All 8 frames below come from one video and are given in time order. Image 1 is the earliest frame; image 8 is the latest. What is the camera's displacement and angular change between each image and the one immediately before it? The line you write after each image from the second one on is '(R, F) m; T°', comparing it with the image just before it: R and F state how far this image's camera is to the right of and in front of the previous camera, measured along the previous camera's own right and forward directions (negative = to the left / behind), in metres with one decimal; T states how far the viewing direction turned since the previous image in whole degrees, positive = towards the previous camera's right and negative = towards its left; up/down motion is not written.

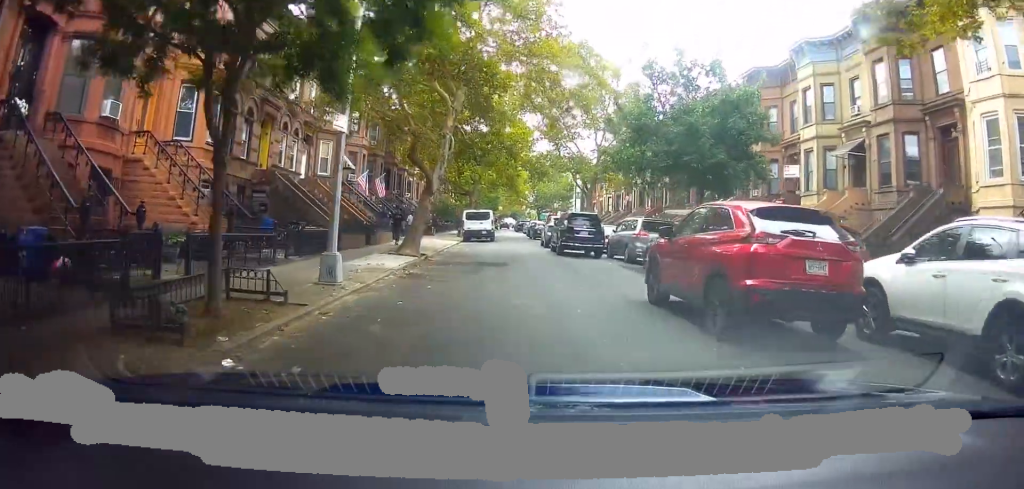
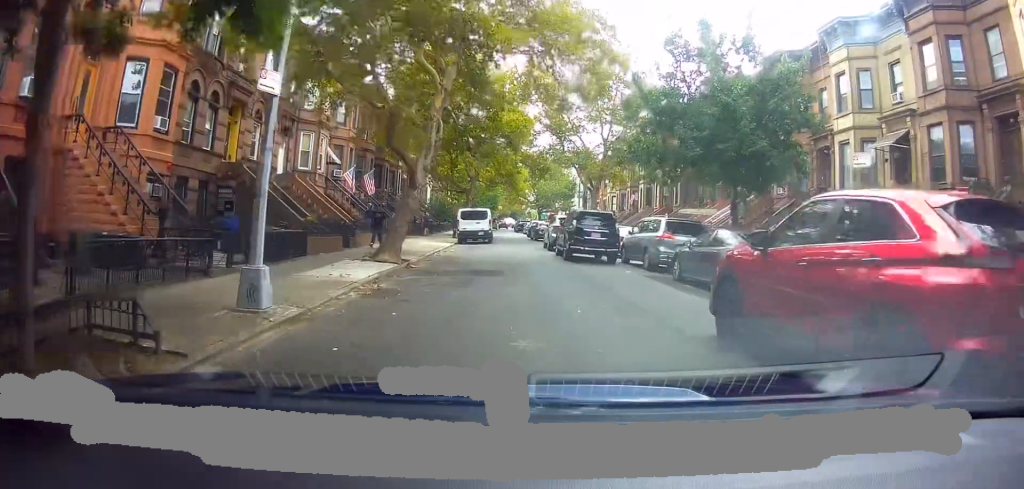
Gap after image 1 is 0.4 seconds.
(+0.1, +3.3) m; 0°
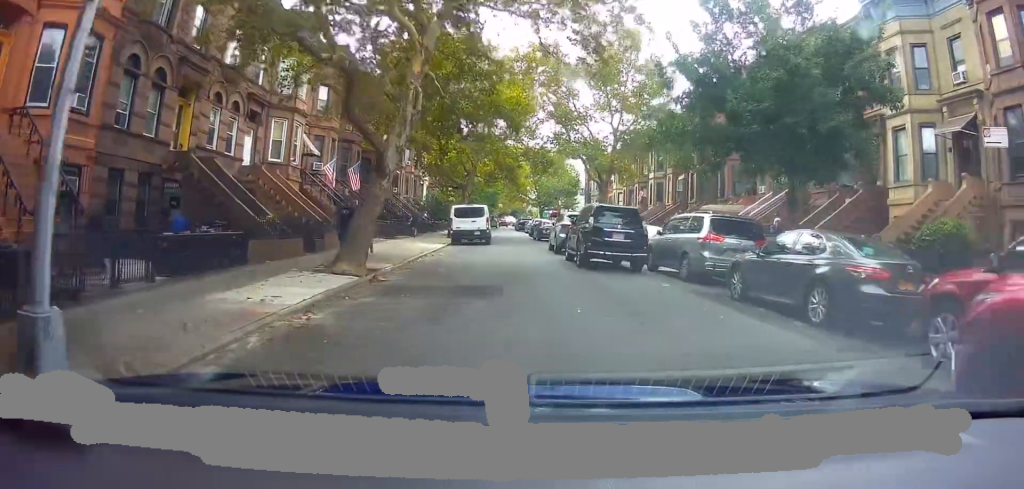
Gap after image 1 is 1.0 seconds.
(-0.2, +4.0) m; +2°
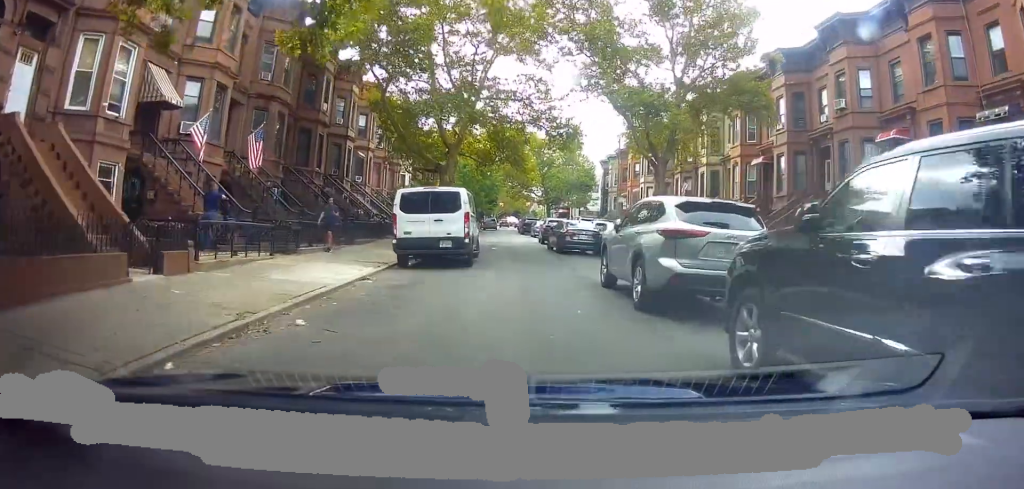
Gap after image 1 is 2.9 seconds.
(+0.3, +14.6) m; -2°
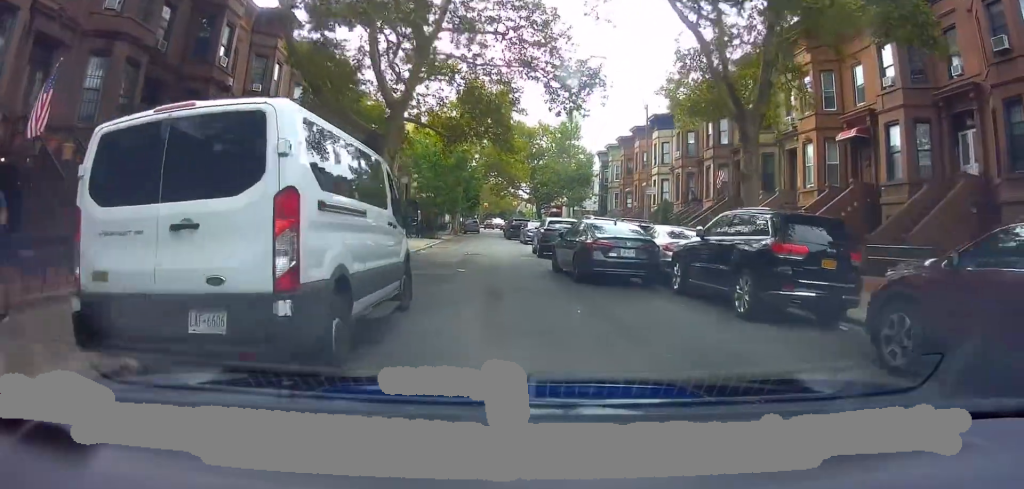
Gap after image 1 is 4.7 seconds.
(-0.3, +11.2) m; +2°
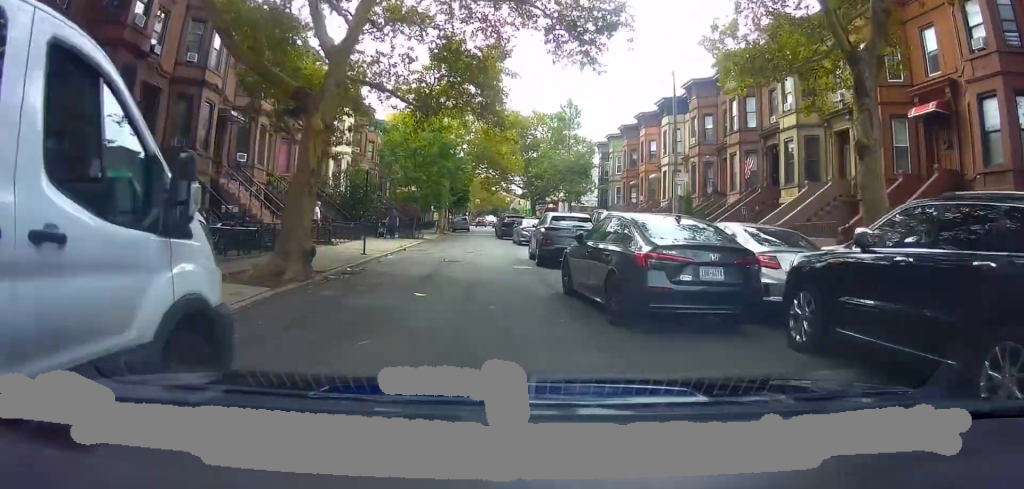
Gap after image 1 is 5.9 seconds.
(+0.3, +6.0) m; +2°
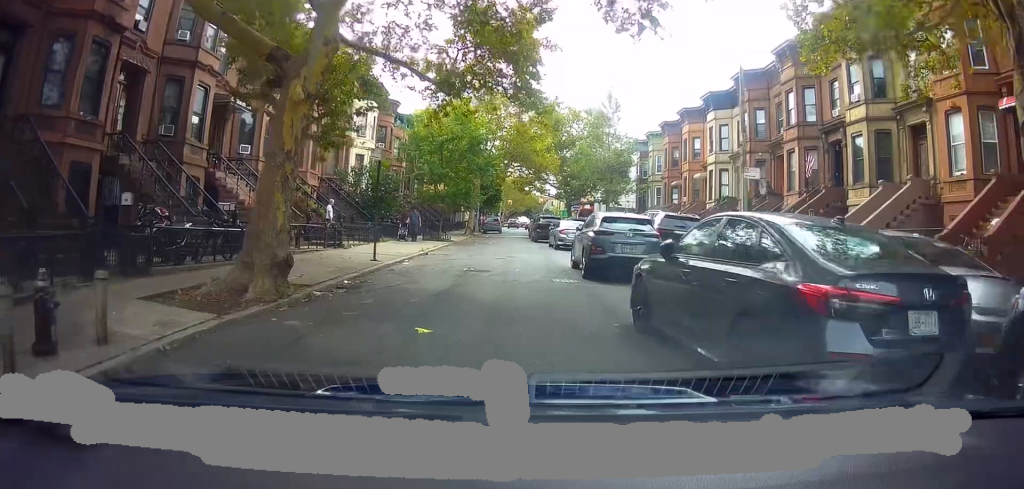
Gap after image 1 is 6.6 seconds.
(0.0, +3.3) m; 0°
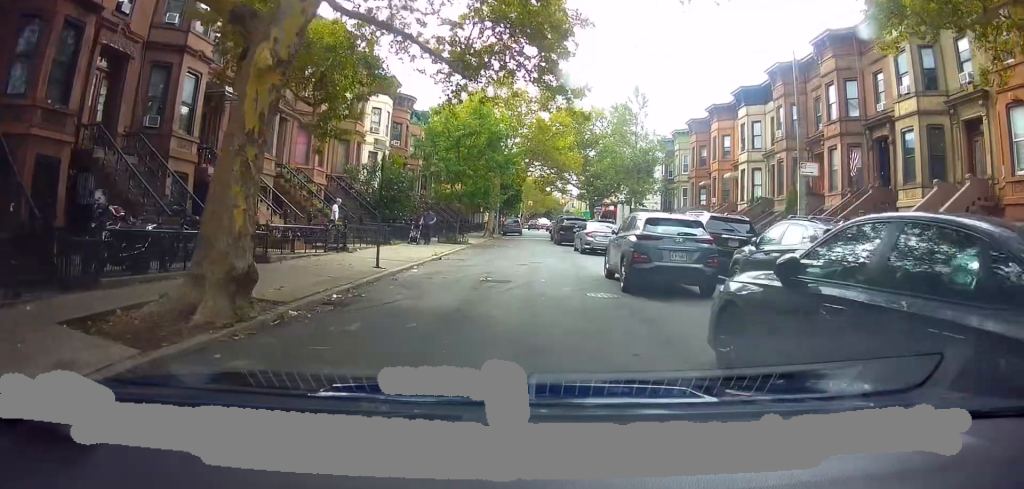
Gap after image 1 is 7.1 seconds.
(-0.2, +2.2) m; +3°
